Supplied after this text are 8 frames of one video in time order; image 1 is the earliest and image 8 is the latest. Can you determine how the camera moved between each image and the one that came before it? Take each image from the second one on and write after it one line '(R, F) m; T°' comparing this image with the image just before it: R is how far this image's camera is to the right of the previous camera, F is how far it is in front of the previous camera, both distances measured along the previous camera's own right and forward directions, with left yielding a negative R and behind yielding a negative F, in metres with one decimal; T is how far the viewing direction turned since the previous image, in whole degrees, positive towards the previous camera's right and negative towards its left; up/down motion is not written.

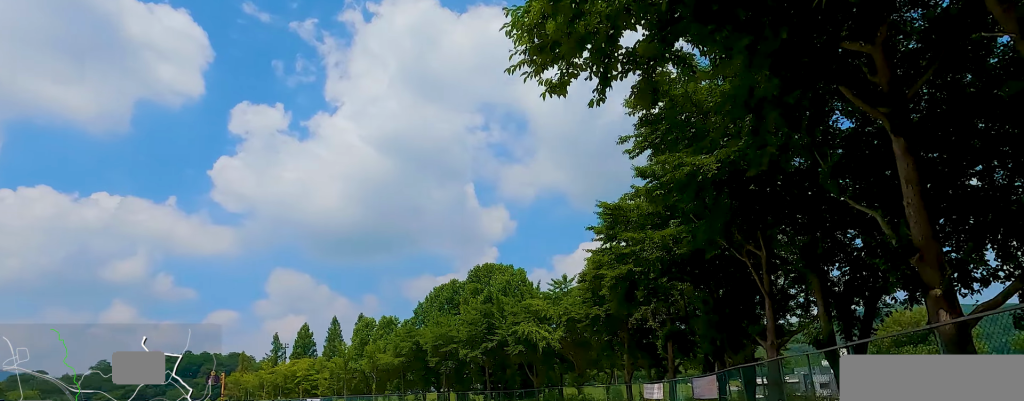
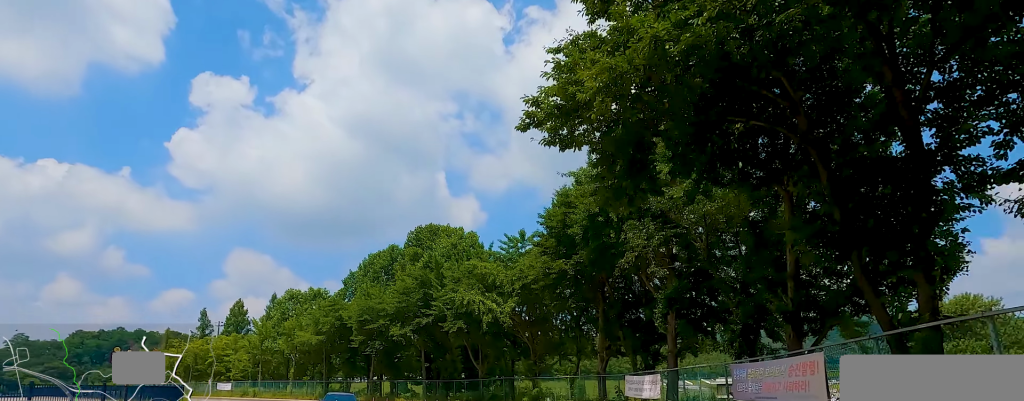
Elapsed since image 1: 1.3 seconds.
(-0.3, +12.7) m; -6°
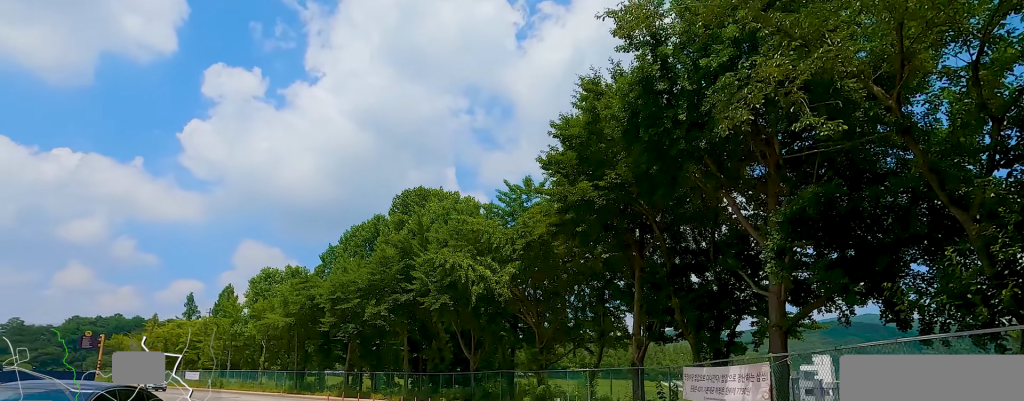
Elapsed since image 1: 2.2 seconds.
(-0.5, +9.0) m; -11°
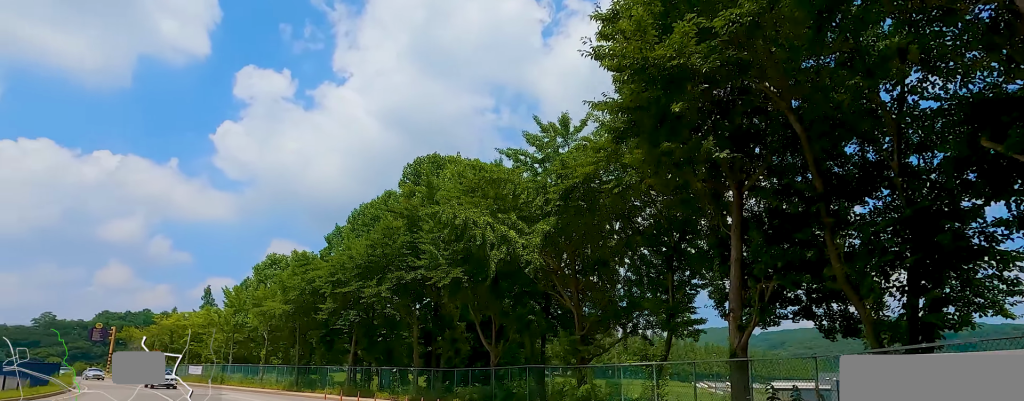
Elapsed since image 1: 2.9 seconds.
(-0.4, +6.9) m; -11°
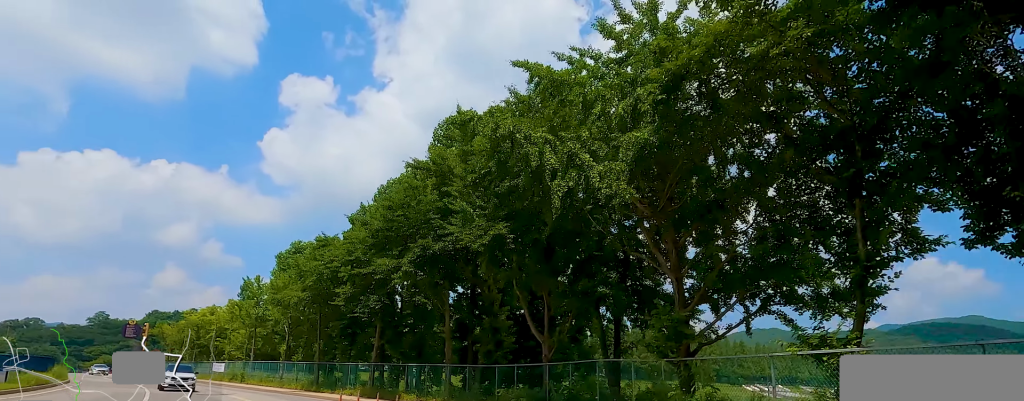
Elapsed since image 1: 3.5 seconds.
(-1.0, +7.1) m; -6°
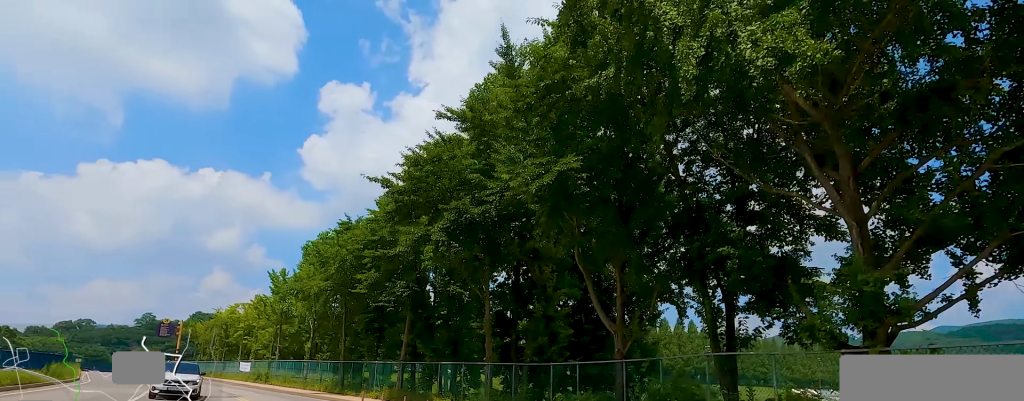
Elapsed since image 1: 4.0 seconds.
(-0.2, +5.5) m; -4°
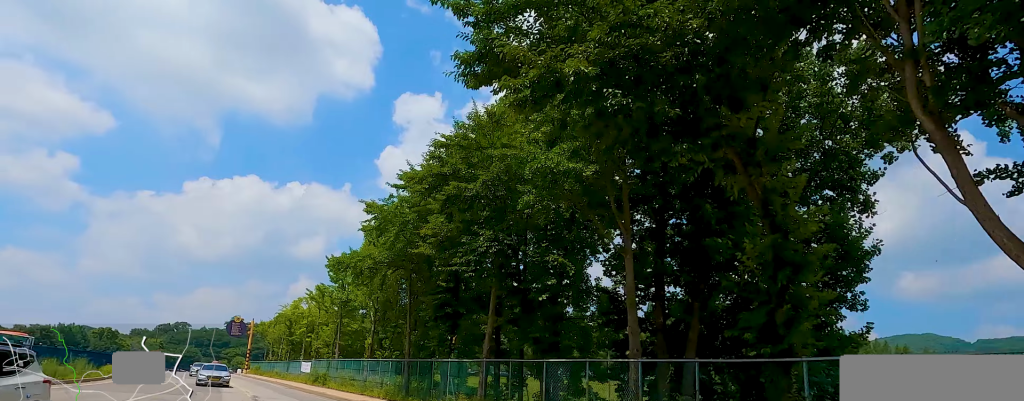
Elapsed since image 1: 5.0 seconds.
(-0.2, +10.5) m; -5°
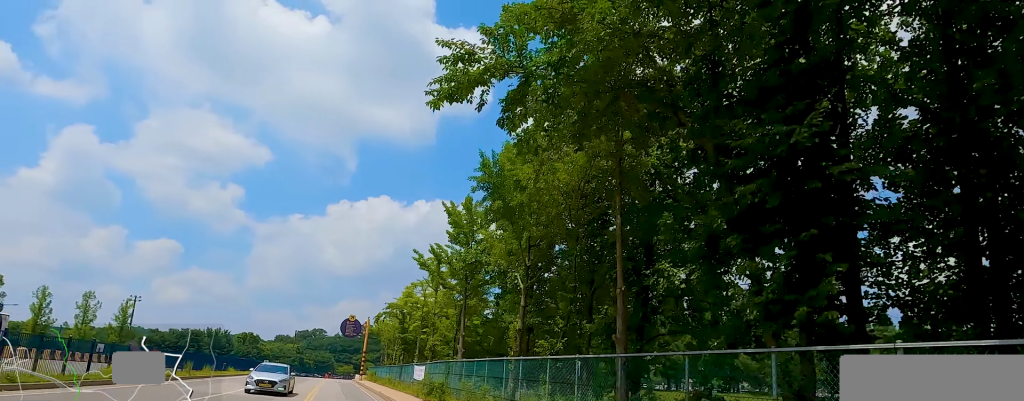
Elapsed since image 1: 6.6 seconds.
(-2.7, +18.3) m; -15°
